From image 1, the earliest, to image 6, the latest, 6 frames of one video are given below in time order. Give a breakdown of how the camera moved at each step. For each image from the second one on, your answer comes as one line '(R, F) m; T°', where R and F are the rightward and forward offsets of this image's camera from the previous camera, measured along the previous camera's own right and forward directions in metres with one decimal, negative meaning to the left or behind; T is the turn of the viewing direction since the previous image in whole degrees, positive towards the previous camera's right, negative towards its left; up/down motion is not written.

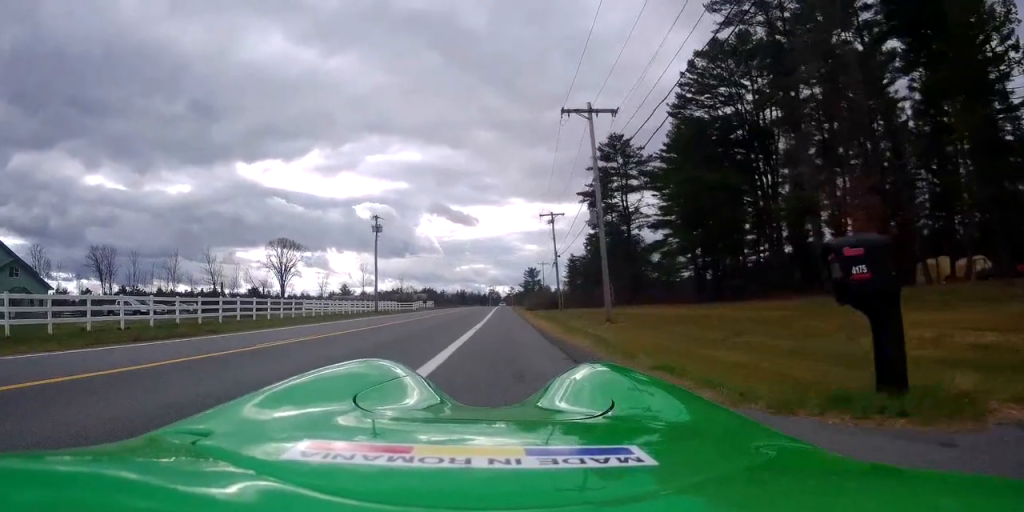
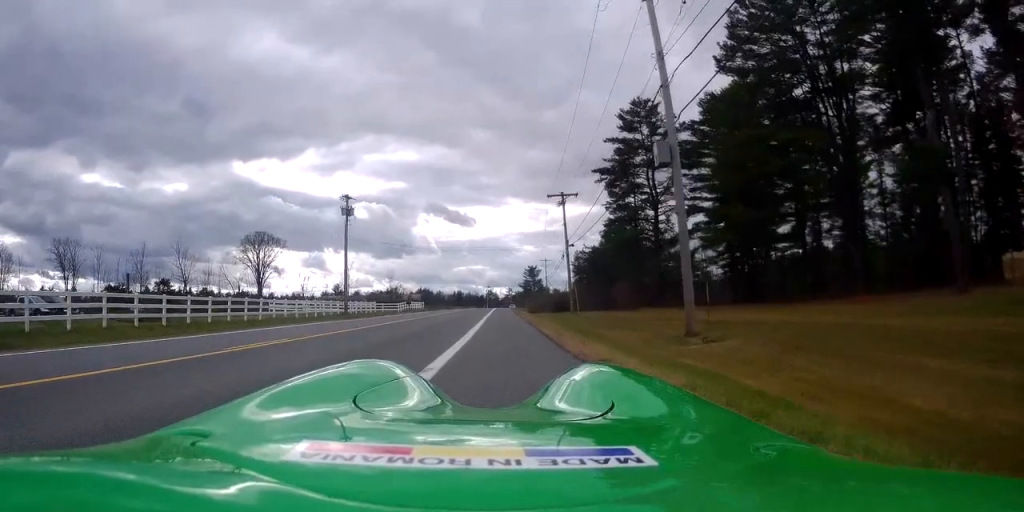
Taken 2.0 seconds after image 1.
(+0.3, +13.6) m; -3°
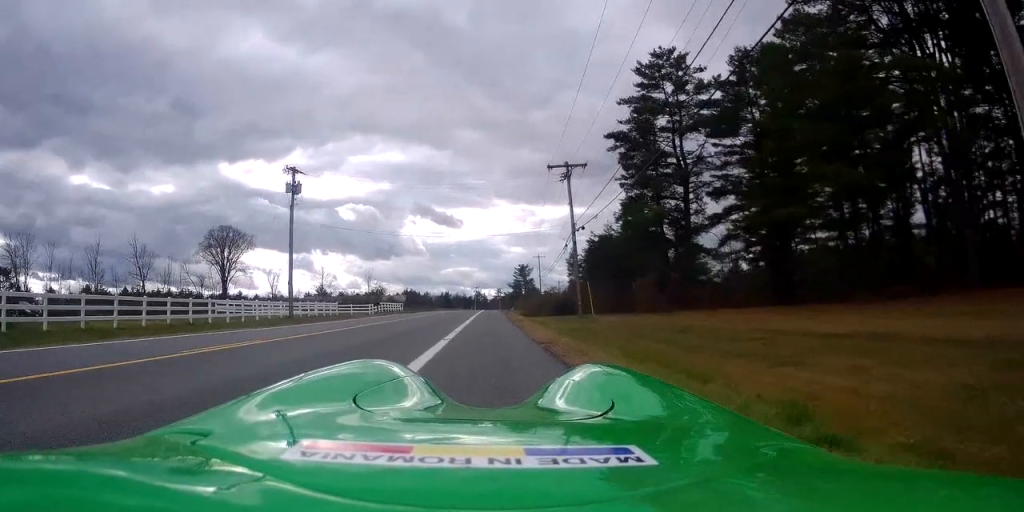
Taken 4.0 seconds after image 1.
(-0.4, +13.1) m; +2°
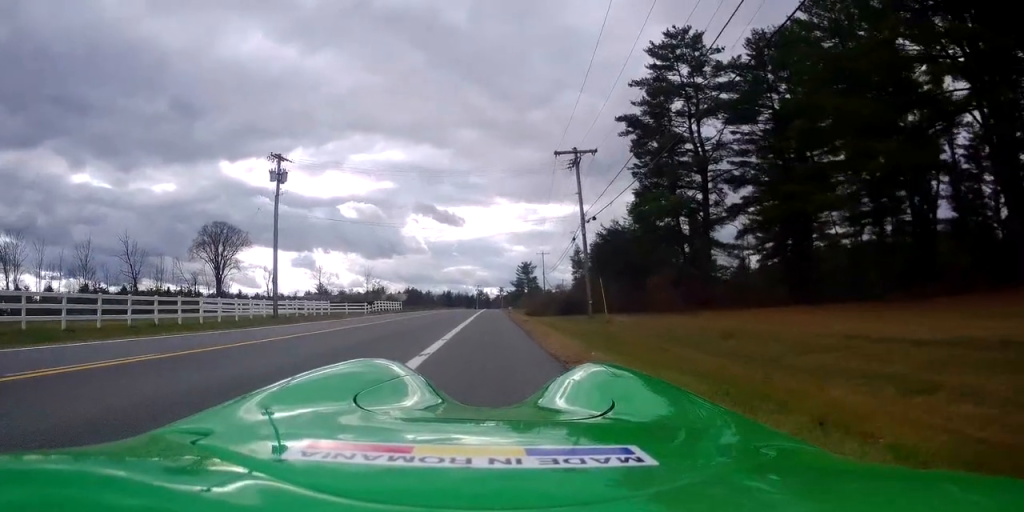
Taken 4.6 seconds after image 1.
(+0.1, +3.8) m; +2°
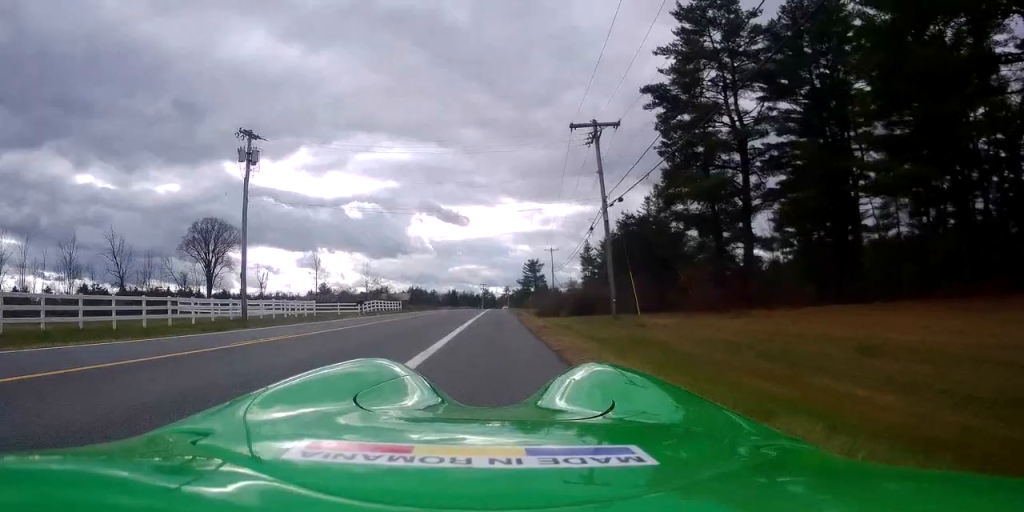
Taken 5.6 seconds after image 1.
(0.0, +6.7) m; 0°
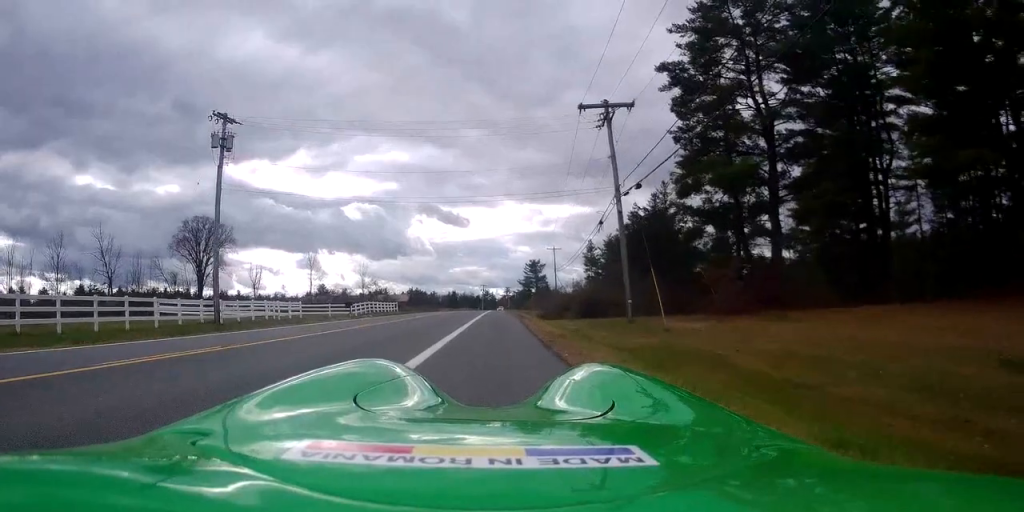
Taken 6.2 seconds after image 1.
(0.0, +3.9) m; 0°
